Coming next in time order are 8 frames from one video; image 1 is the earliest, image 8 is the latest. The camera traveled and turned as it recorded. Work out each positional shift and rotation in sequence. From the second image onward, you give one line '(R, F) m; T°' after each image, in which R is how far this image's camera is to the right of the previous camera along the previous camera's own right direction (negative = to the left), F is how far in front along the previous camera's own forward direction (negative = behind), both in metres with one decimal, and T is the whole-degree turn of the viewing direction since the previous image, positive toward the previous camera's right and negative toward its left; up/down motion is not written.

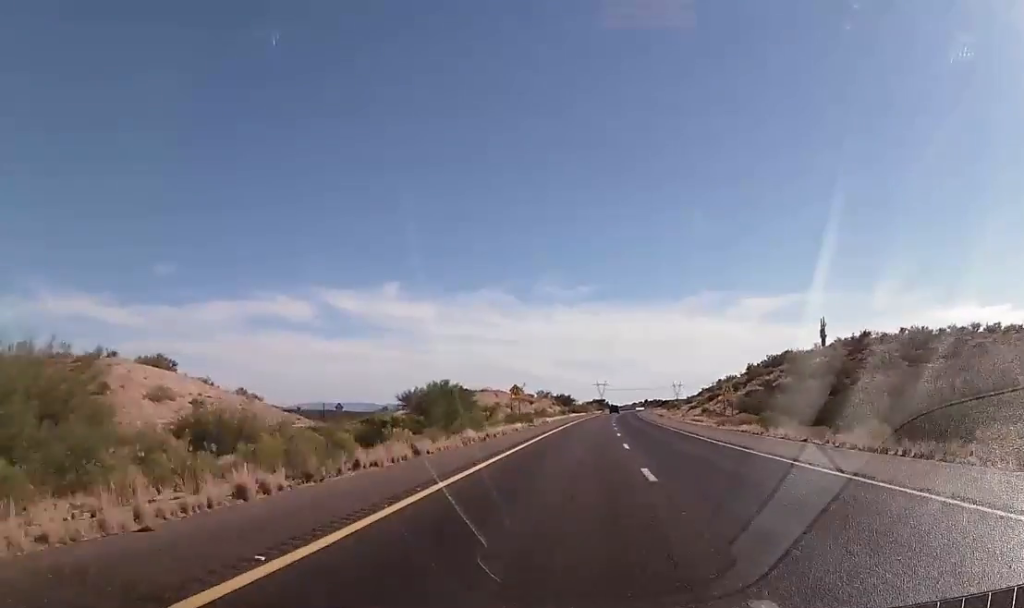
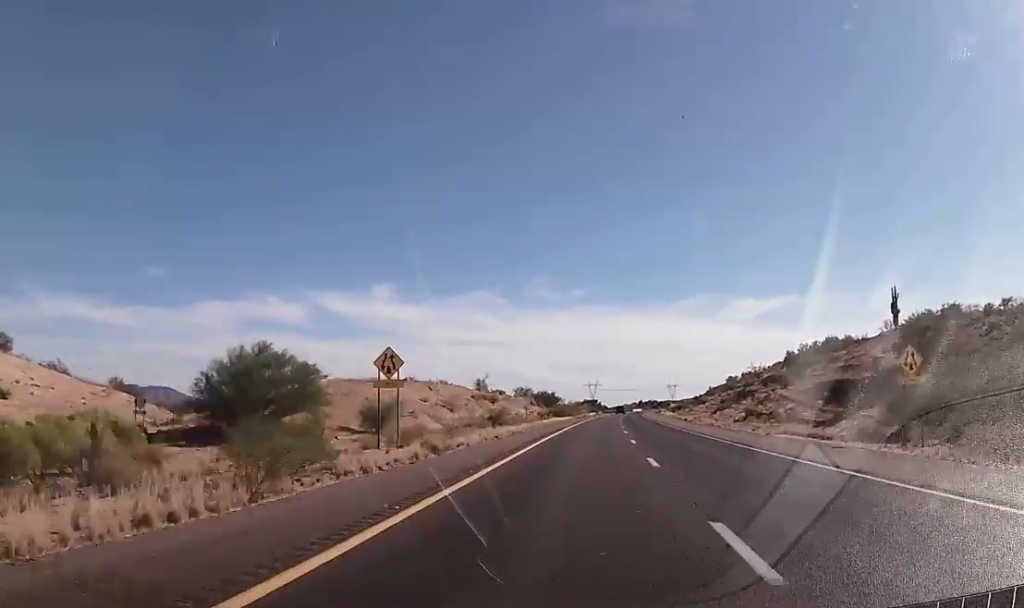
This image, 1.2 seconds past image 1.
(+0.4, +45.1) m; 0°
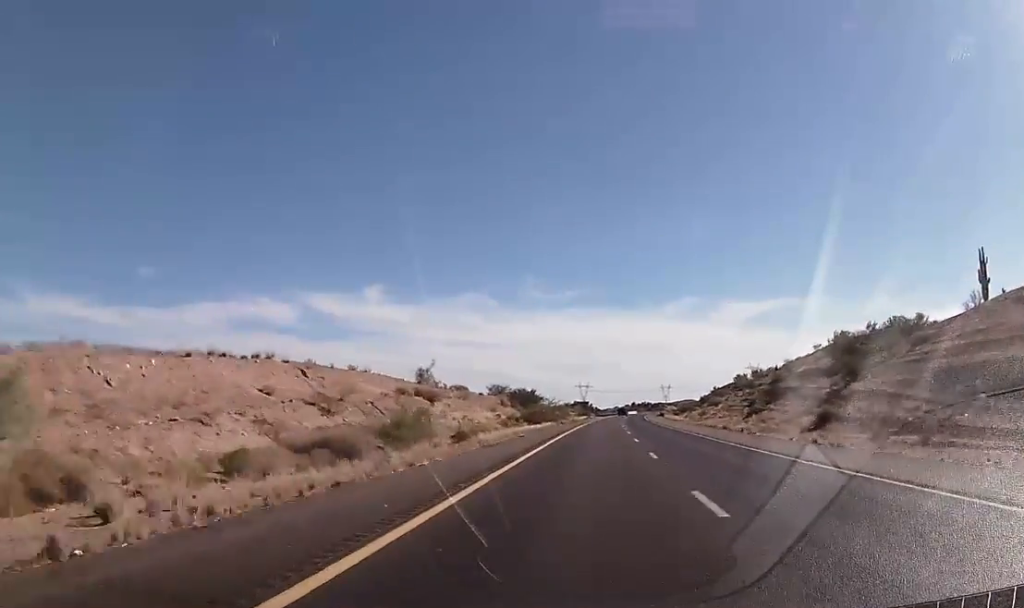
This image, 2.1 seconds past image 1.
(-0.2, +32.6) m; 0°
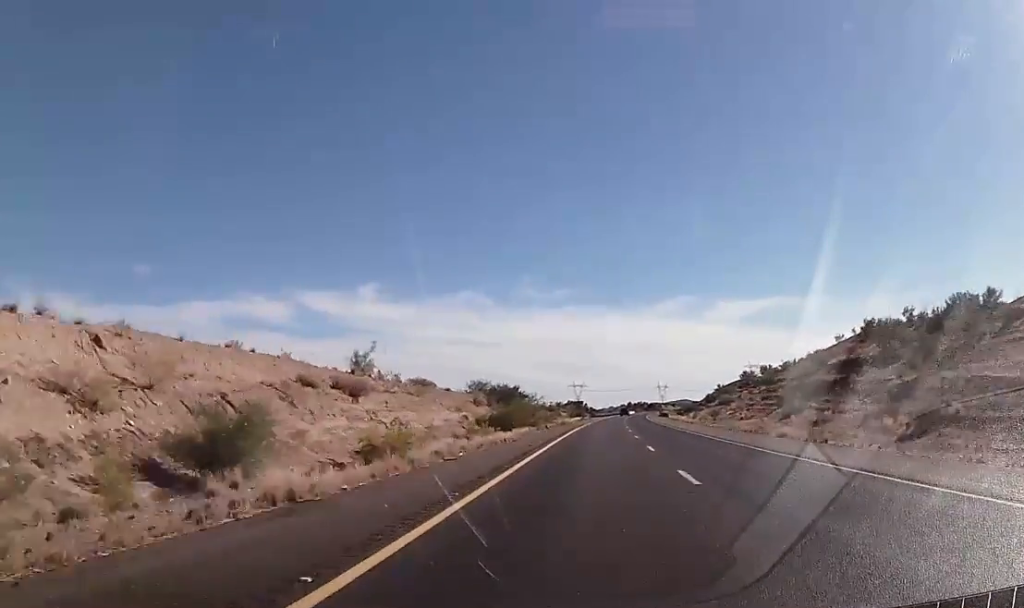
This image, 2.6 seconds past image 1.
(-0.2, +20.1) m; 0°
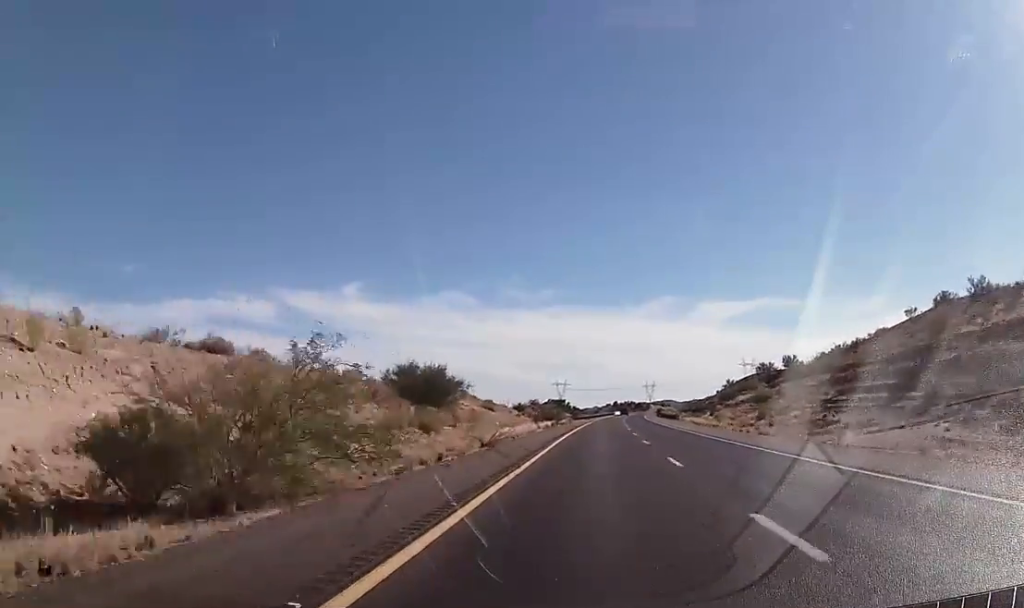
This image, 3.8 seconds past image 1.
(+1.0, +44.0) m; +2°
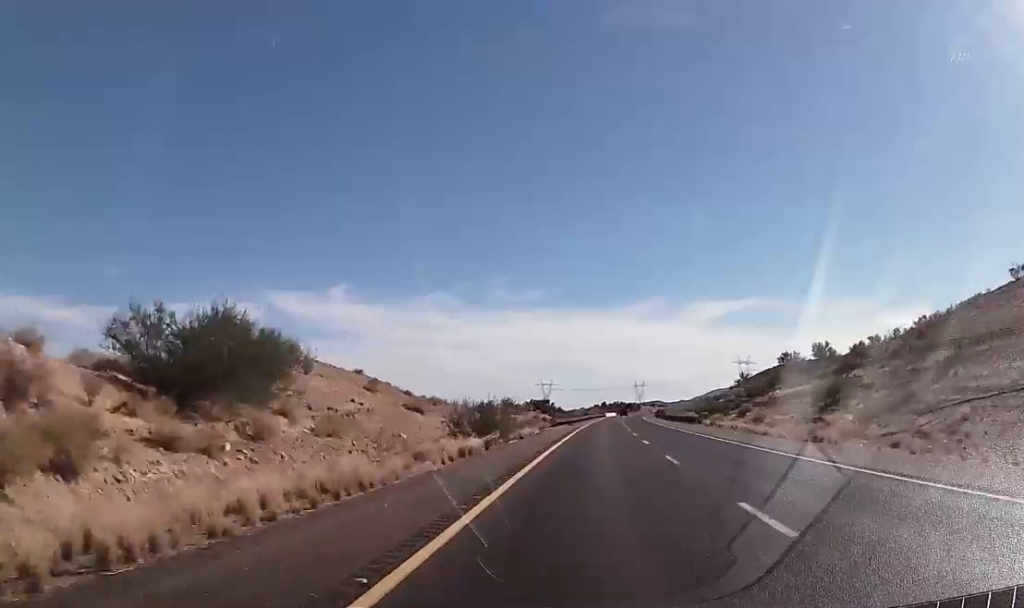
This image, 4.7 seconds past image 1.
(+0.1, +35.2) m; +1°
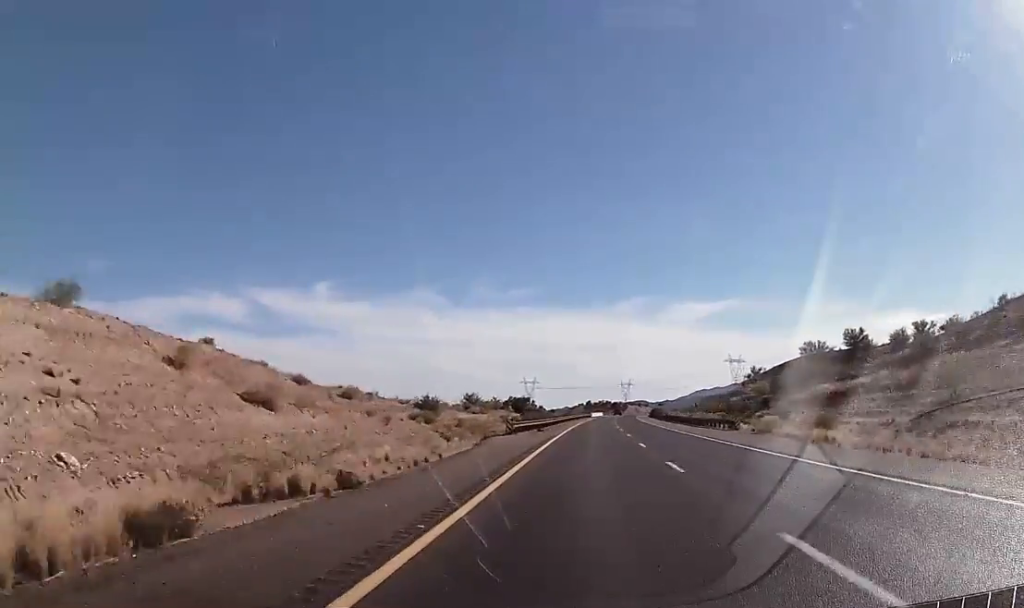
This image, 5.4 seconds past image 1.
(+0.6, +27.6) m; +1°
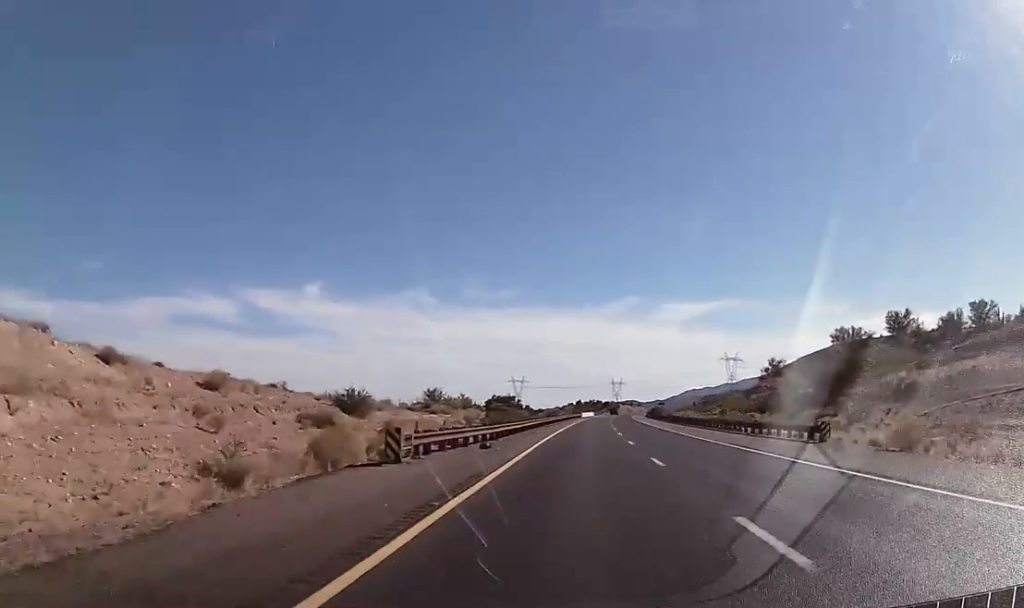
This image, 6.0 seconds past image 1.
(-0.1, +22.6) m; 0°
